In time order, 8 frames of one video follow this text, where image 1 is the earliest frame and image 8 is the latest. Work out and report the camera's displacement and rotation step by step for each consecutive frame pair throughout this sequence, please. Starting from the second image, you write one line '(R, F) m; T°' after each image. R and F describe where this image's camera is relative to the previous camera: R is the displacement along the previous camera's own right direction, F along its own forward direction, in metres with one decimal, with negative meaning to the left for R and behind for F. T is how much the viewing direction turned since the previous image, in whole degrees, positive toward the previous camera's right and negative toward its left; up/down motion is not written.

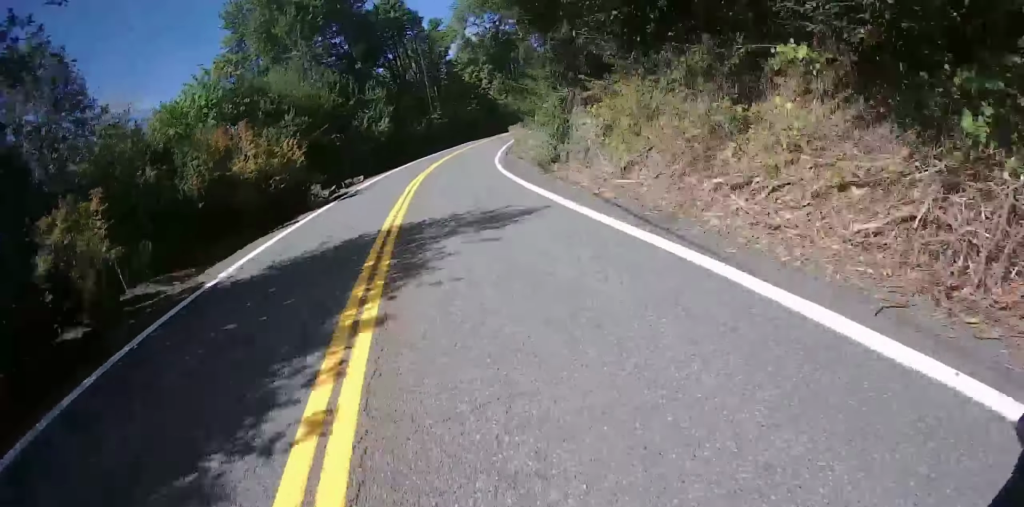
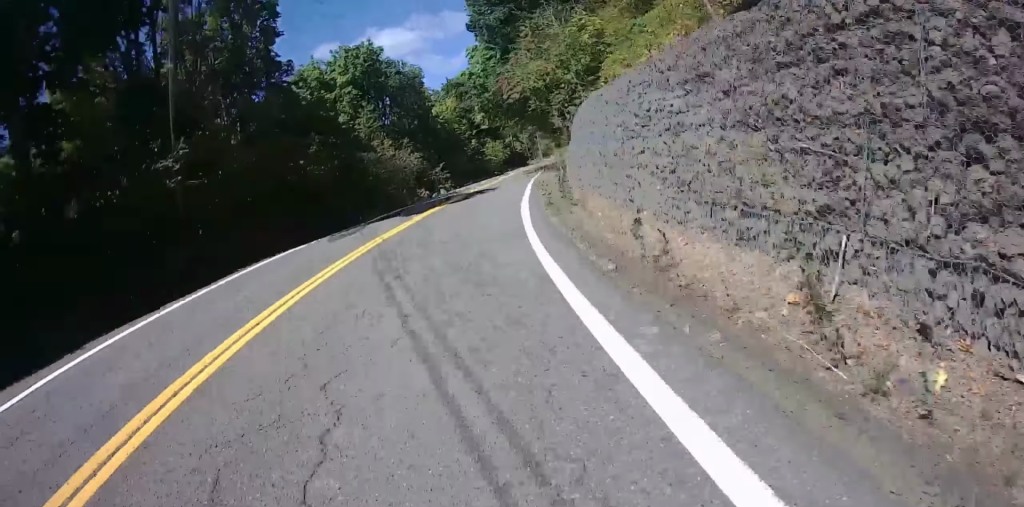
(0.0, +46.6) m; +6°
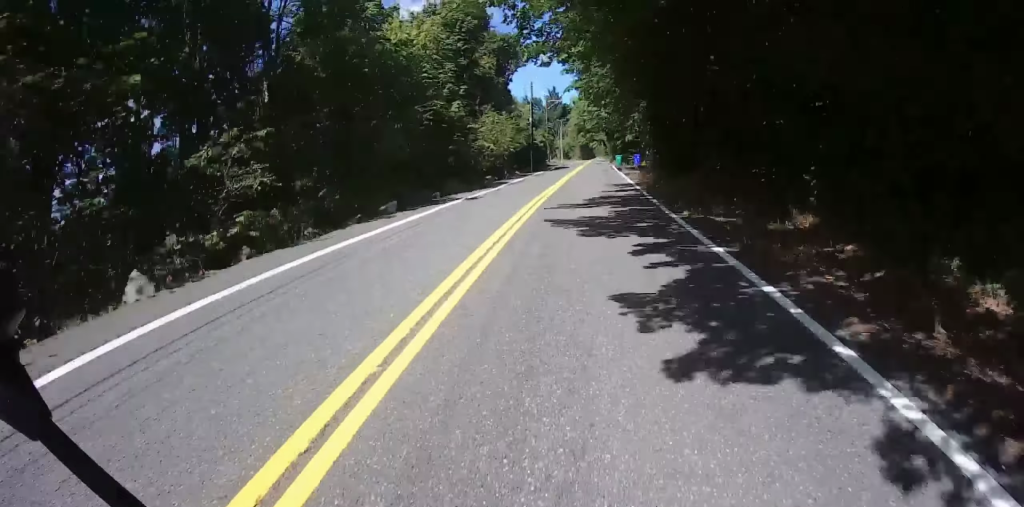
(+6.6, +43.5) m; +13°
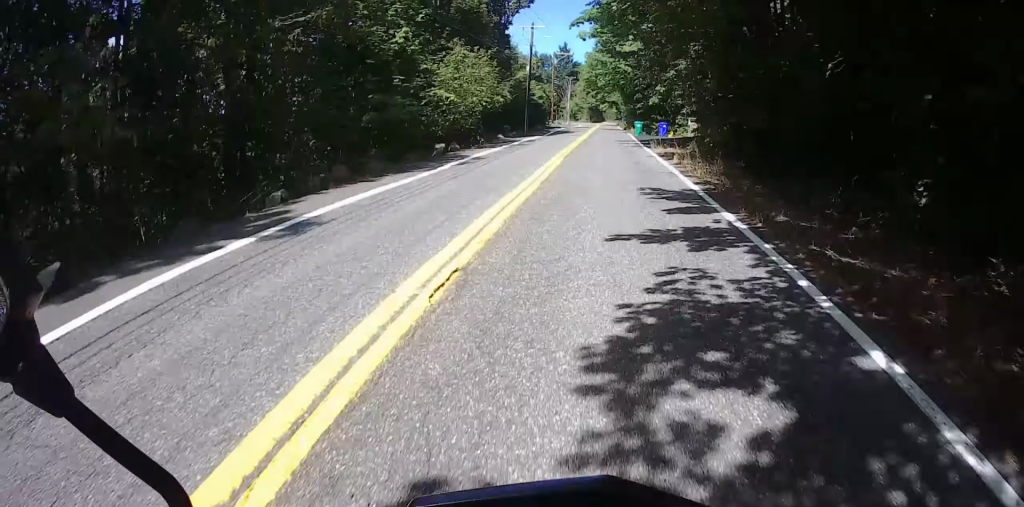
(+0.1, +13.9) m; 0°
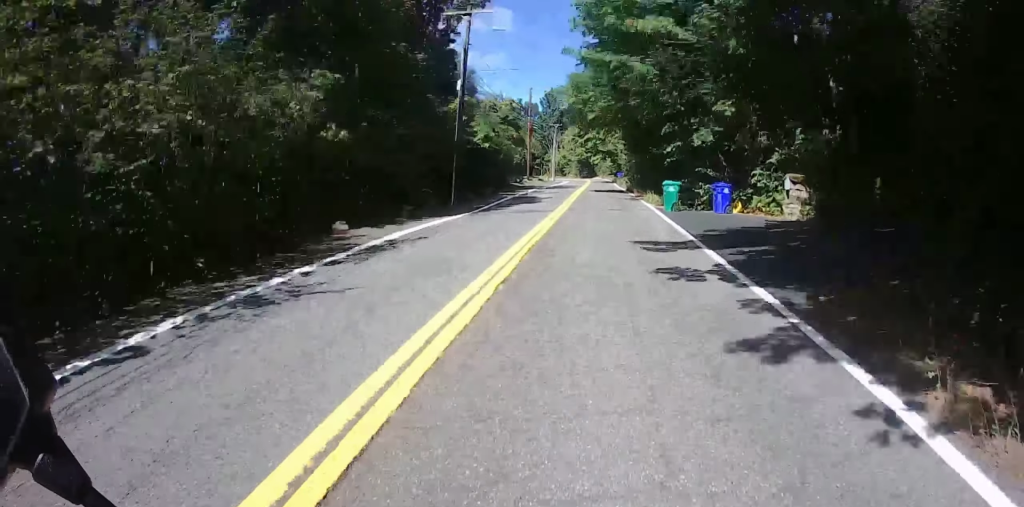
(0.0, +23.1) m; 0°
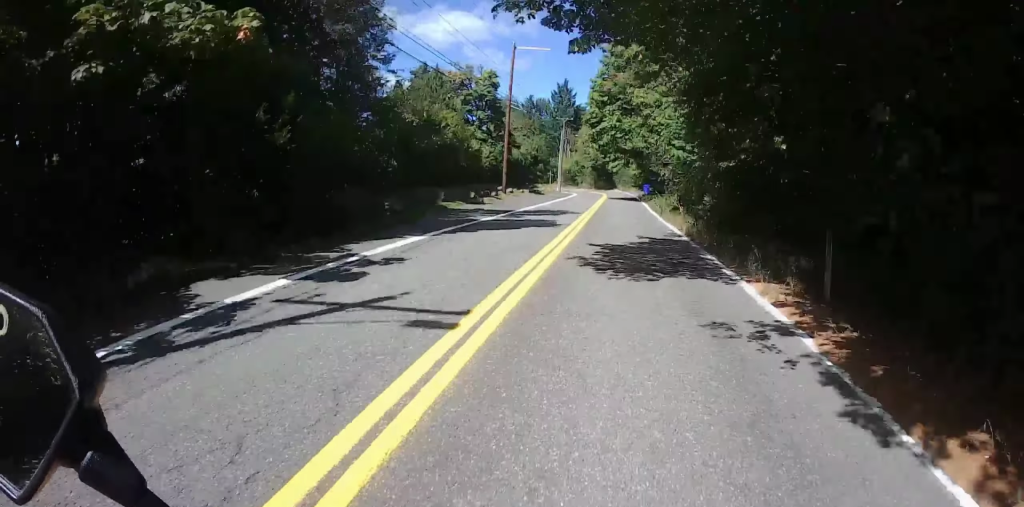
(0.0, +26.2) m; 0°
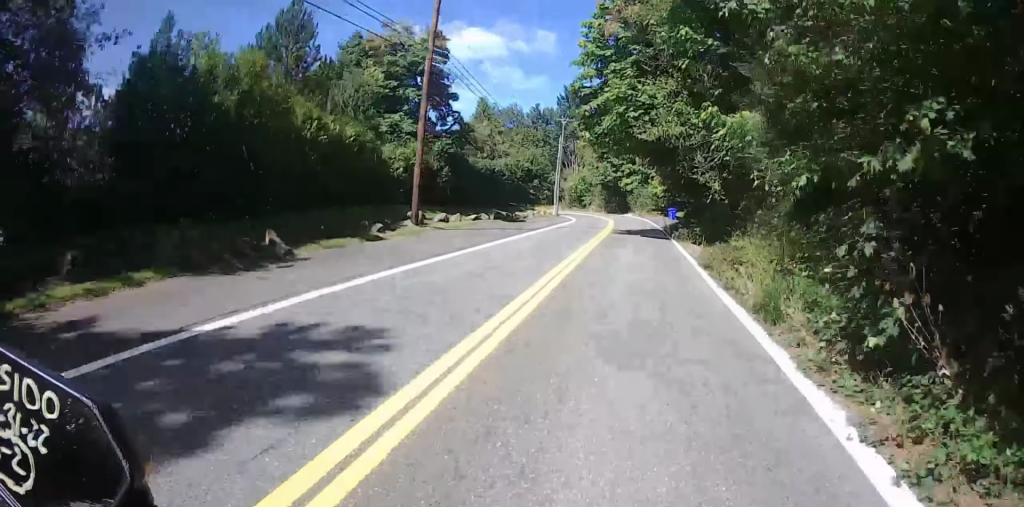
(+0.1, +21.0) m; +4°
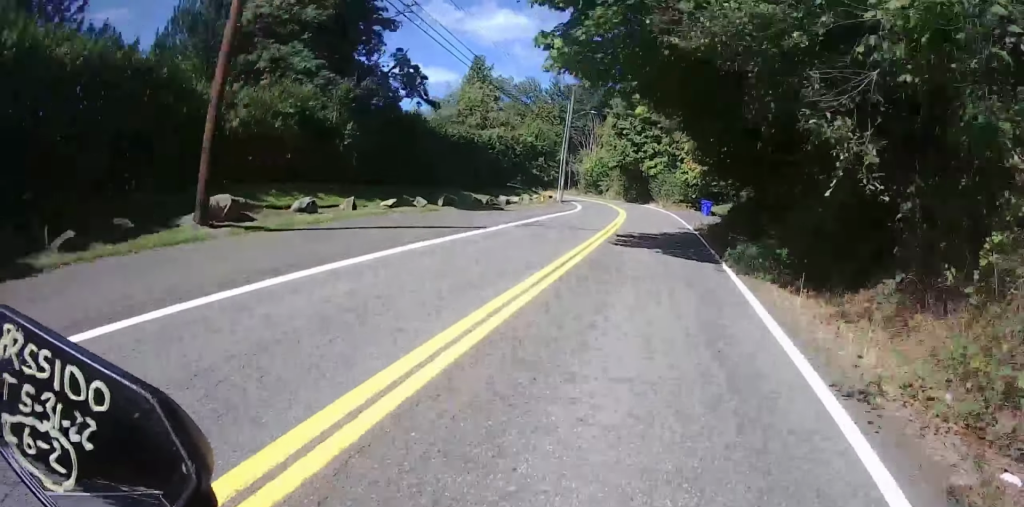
(-0.2, +14.3) m; +4°
